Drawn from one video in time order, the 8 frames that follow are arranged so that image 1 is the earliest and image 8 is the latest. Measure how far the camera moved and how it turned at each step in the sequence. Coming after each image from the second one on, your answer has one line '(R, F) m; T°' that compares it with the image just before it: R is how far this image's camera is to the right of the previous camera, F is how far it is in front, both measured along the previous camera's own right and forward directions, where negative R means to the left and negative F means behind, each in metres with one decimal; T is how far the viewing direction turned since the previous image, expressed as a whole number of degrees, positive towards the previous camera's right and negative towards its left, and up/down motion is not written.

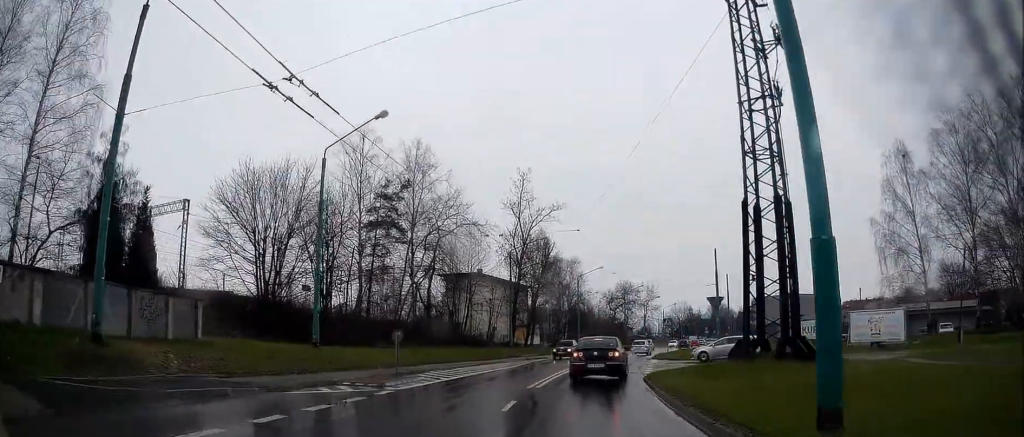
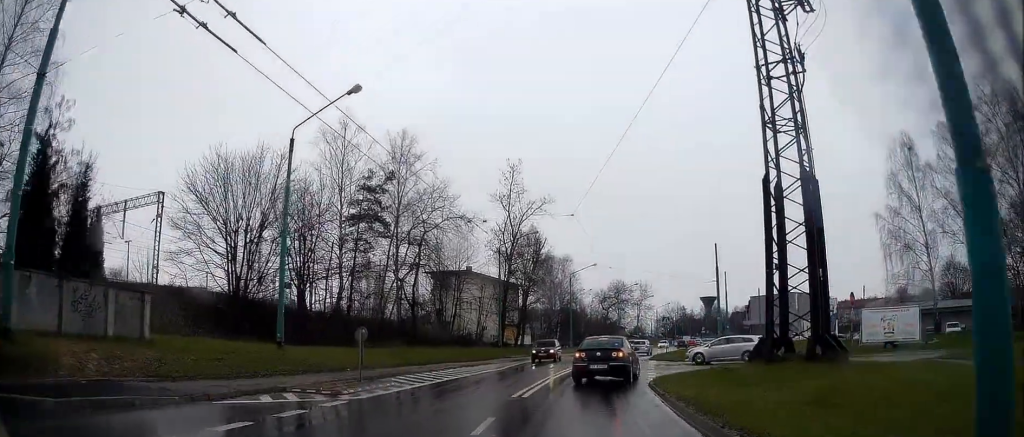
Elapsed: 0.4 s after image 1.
(0.0, +2.9) m; +1°
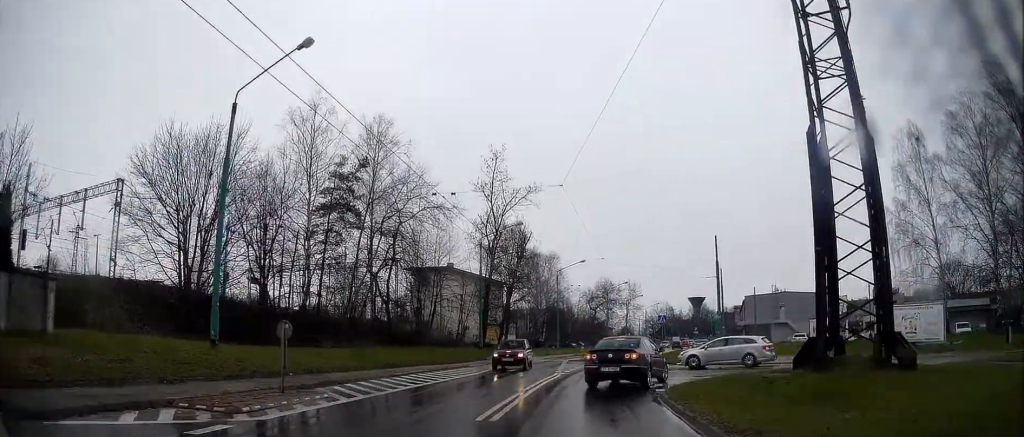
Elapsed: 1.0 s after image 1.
(0.0, +4.2) m; +1°
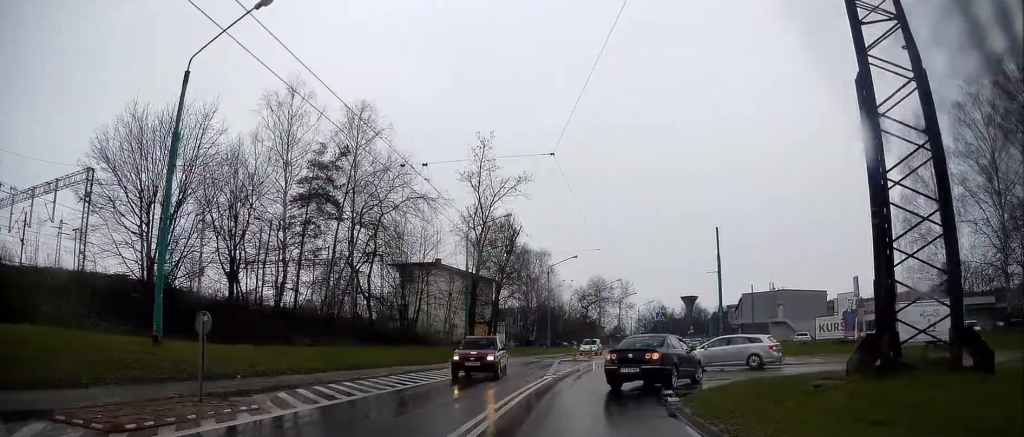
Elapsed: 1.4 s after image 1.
(-0.1, +3.0) m; +1°
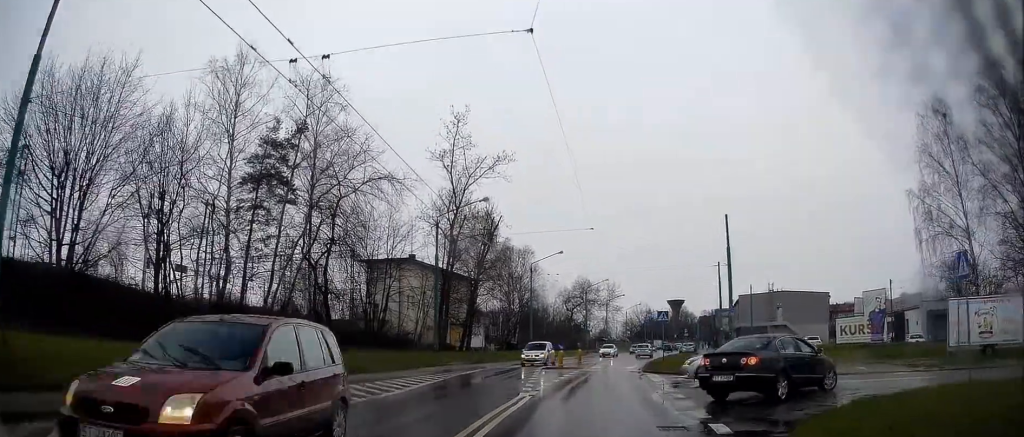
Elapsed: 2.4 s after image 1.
(+0.2, +6.7) m; +4°
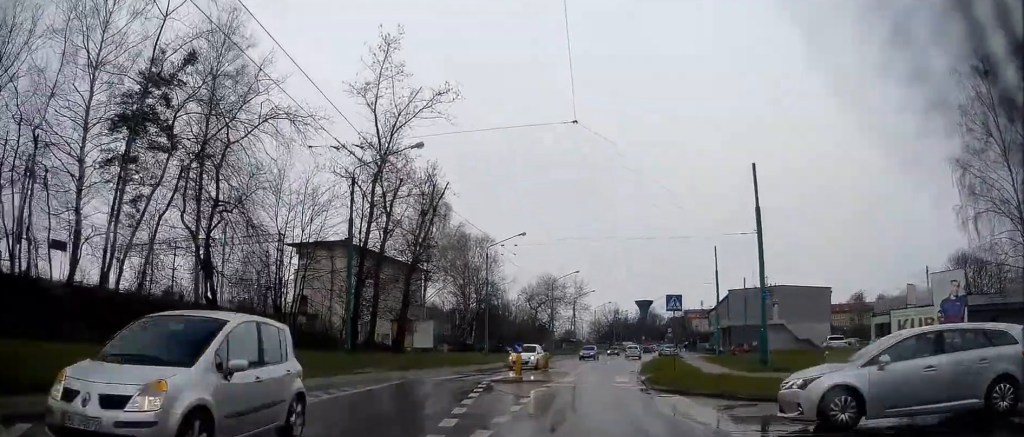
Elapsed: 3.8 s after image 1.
(+0.2, +11.7) m; +1°
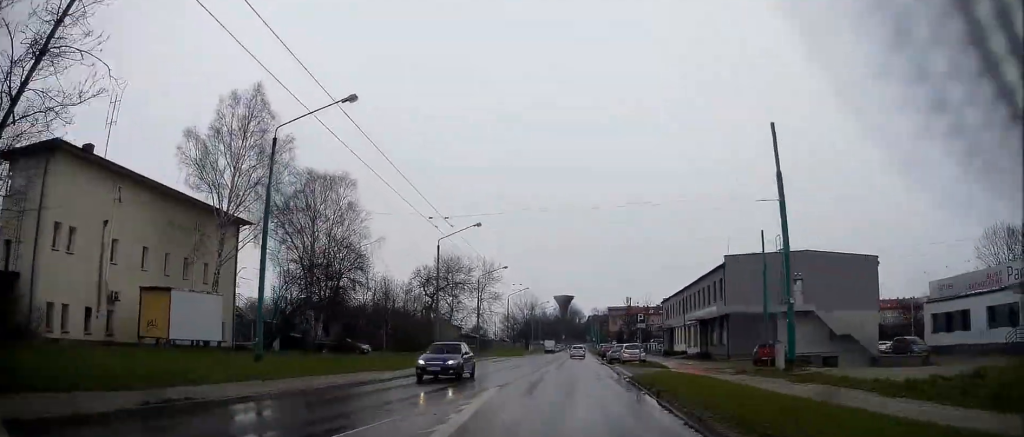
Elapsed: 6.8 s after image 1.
(+2.2, +29.9) m; +8°
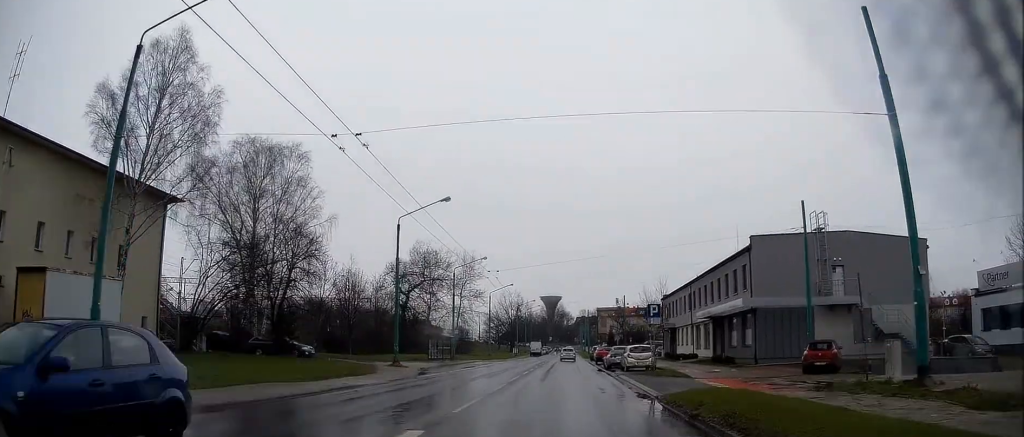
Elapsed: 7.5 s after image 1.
(+0.2, +9.1) m; +1°
